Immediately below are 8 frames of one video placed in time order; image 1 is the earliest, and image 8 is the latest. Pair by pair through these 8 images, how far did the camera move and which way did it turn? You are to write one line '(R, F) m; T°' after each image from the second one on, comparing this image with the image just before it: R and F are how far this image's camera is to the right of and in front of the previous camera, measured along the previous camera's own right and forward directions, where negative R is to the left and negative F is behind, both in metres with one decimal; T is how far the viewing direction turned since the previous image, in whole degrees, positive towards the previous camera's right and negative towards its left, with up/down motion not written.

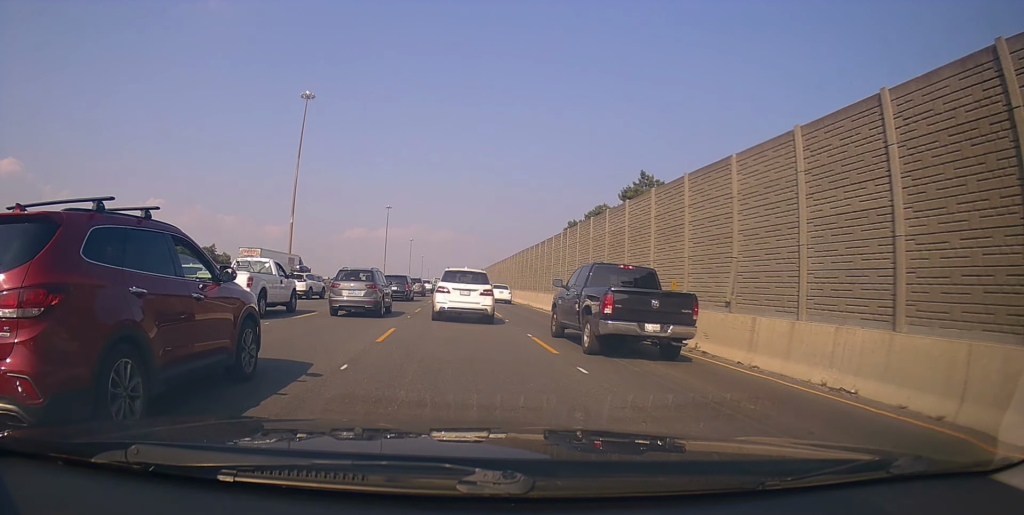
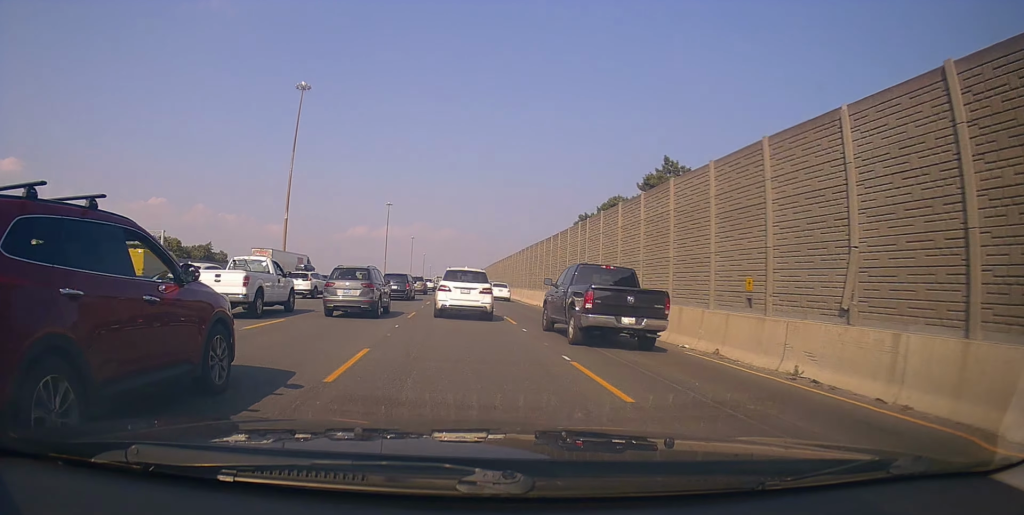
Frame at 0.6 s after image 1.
(-0.2, +4.4) m; 0°
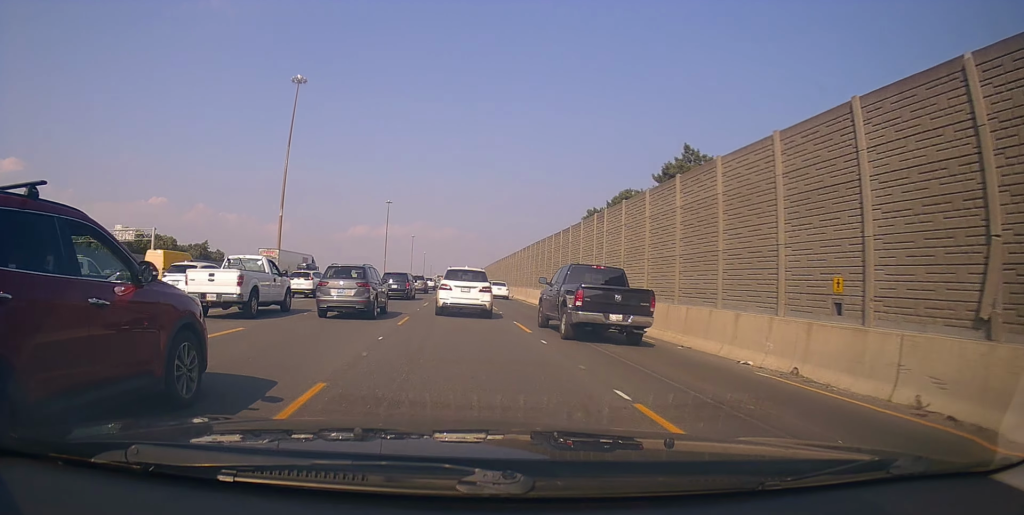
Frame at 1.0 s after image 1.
(+0.2, +3.3) m; +1°
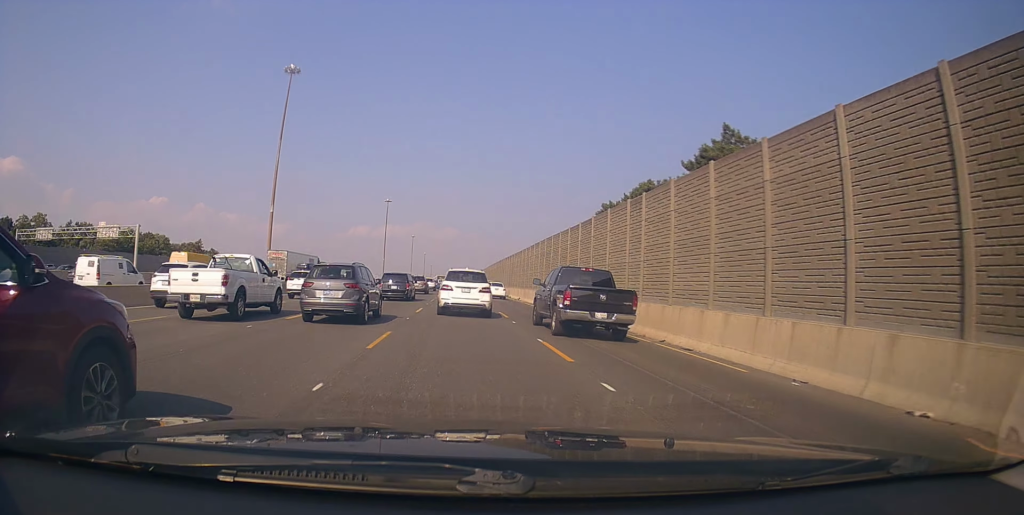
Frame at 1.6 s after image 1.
(+0.2, +5.1) m; +1°
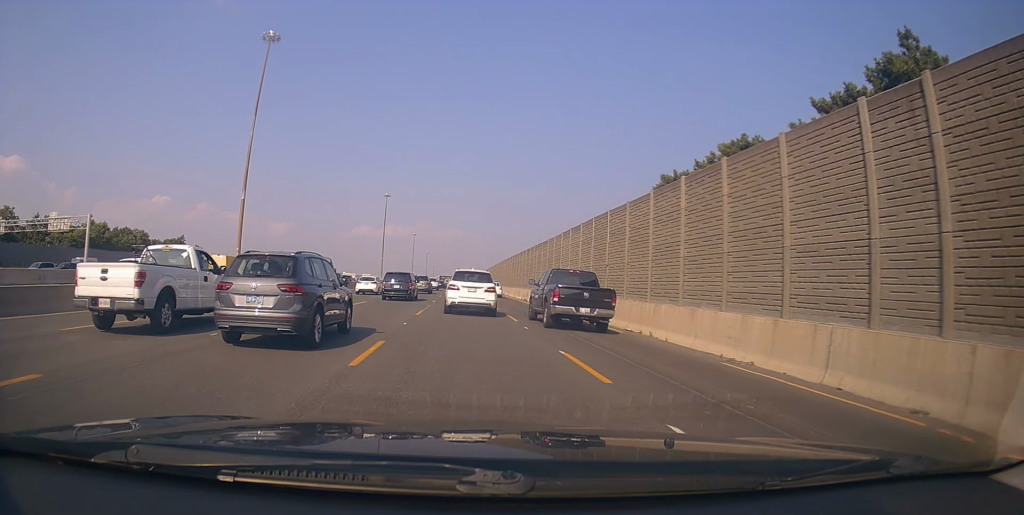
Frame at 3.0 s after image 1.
(-0.1, +13.9) m; -2°
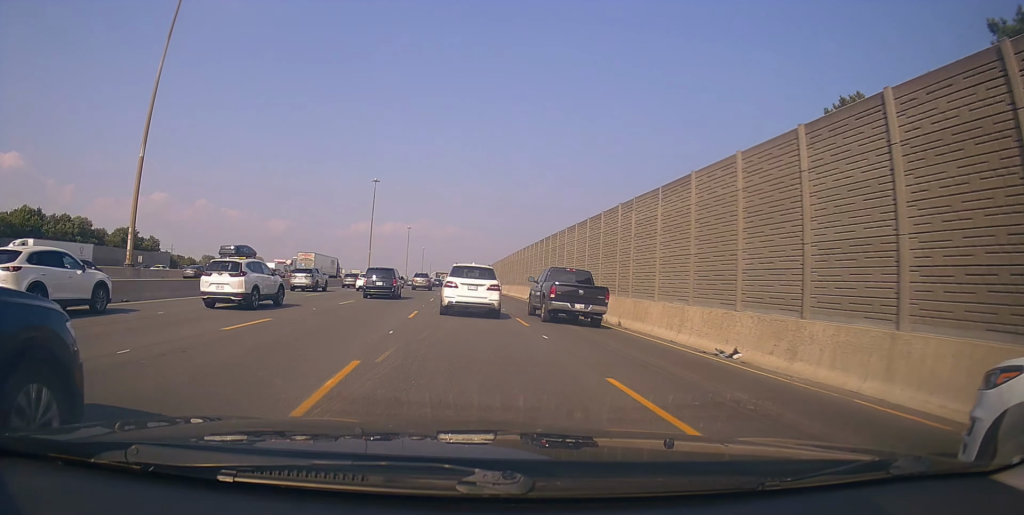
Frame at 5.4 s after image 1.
(-0.5, +27.0) m; 0°
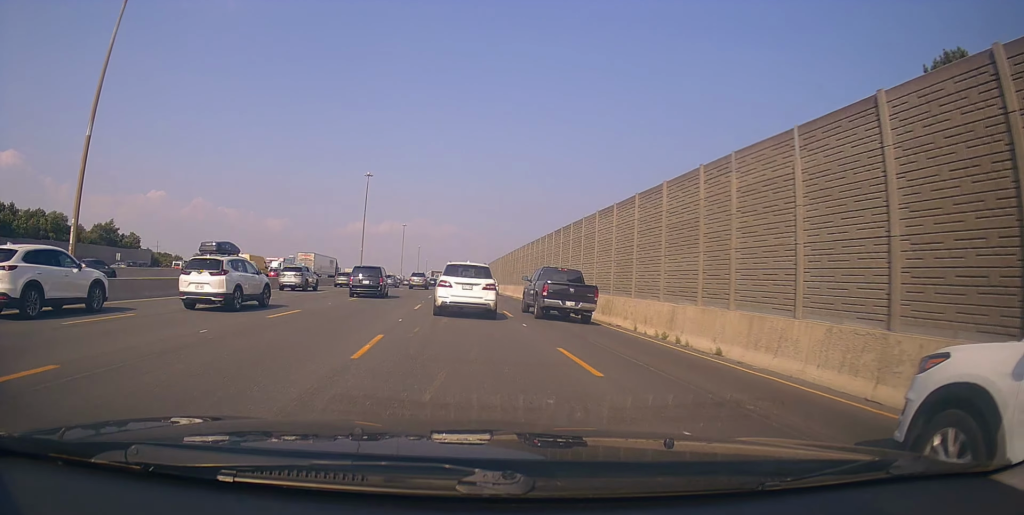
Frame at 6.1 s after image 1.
(-0.3, +9.3) m; +1°
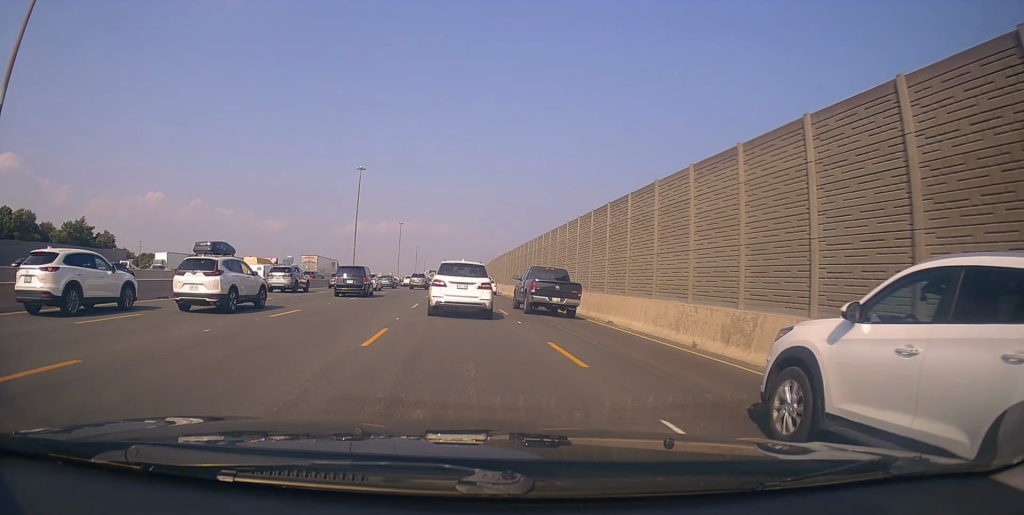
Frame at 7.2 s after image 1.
(+0.4, +12.4) m; 0°
